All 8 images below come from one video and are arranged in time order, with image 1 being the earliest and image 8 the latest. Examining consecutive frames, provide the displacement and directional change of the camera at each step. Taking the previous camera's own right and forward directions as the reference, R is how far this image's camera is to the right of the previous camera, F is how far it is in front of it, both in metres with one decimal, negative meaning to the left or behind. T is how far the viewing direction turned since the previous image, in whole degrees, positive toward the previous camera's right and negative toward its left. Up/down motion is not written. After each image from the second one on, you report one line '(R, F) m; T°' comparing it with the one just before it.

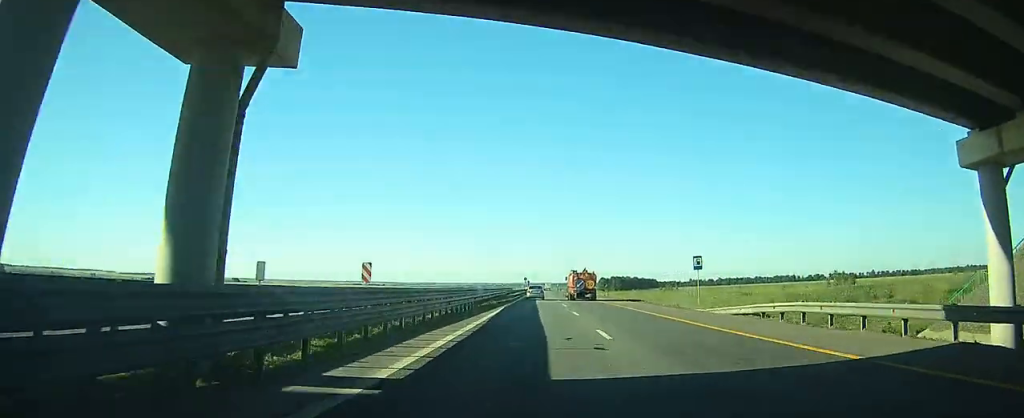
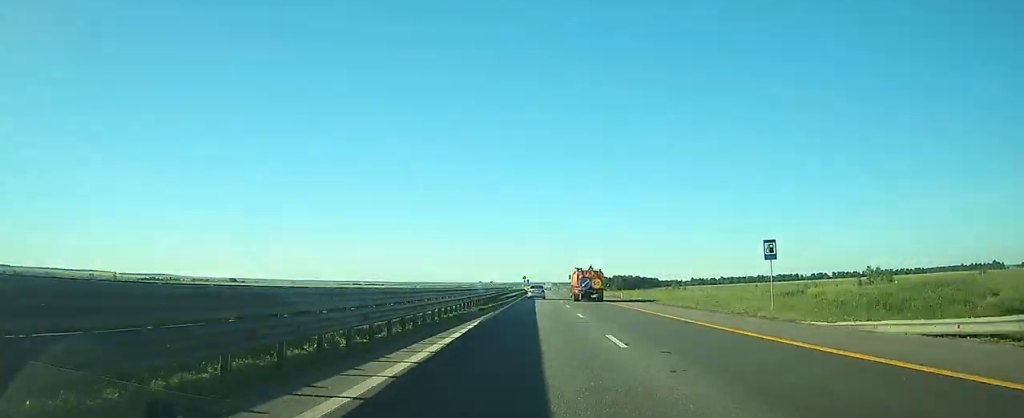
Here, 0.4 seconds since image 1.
(0.0, +14.3) m; 0°
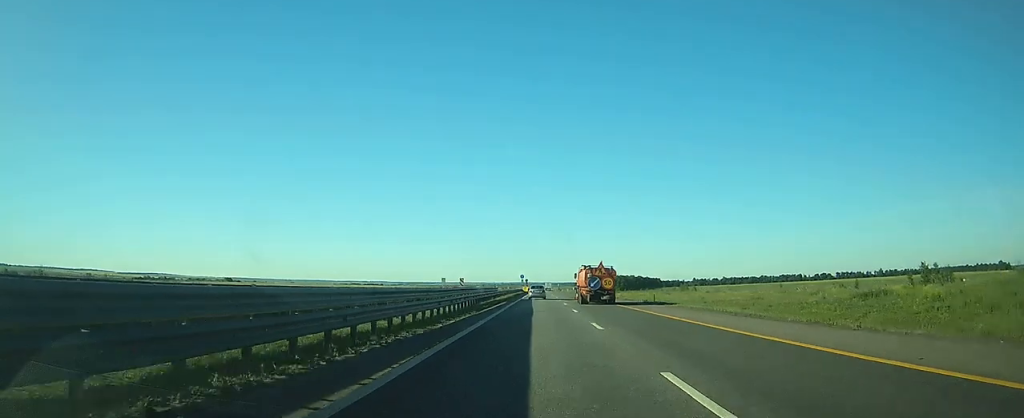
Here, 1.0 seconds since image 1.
(0.0, +18.6) m; 0°
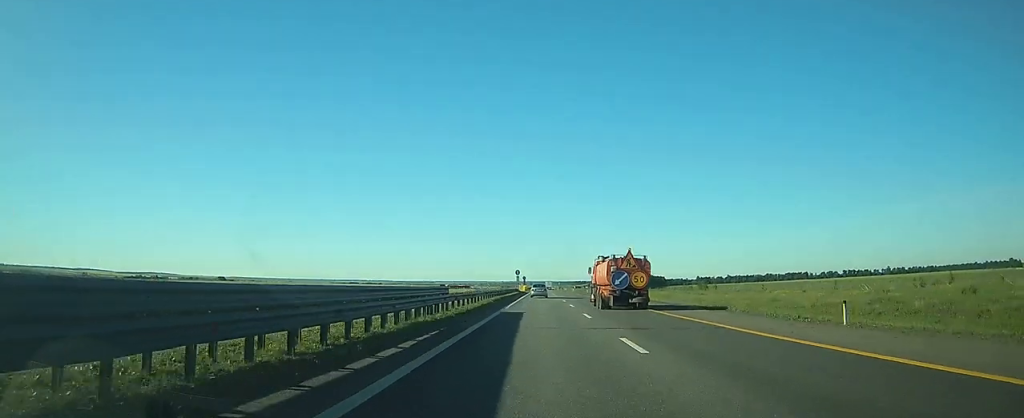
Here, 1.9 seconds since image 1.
(0.0, +30.7) m; 0°
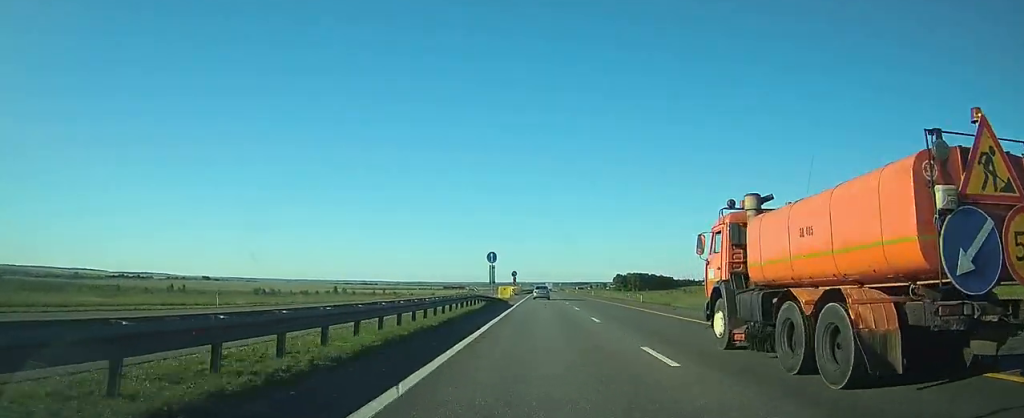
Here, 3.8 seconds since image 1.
(+0.2, +61.5) m; 0°
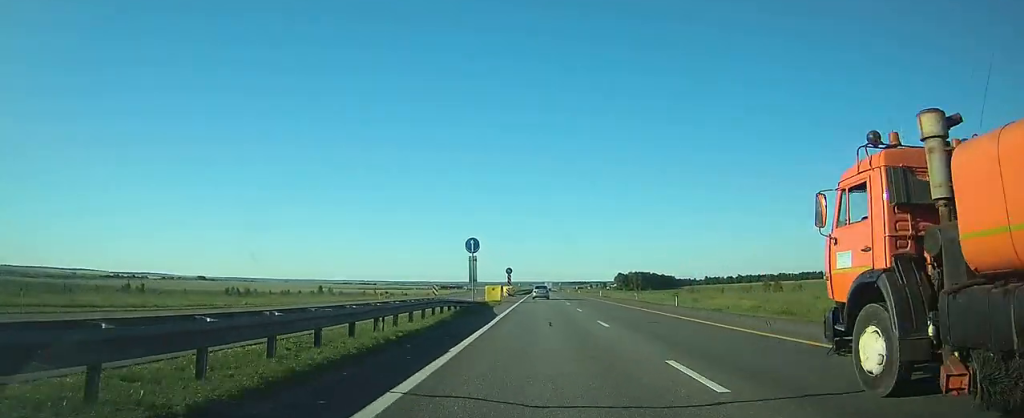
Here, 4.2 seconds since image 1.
(0.0, +14.3) m; 0°
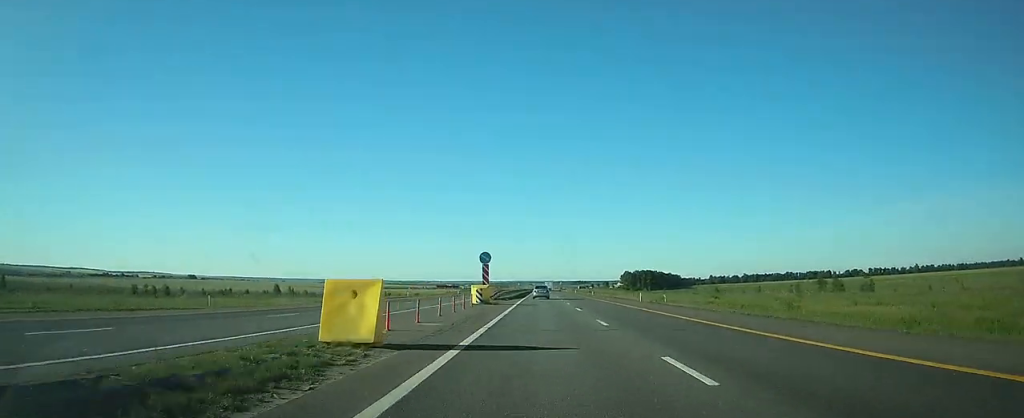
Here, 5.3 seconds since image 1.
(0.0, +35.4) m; 0°
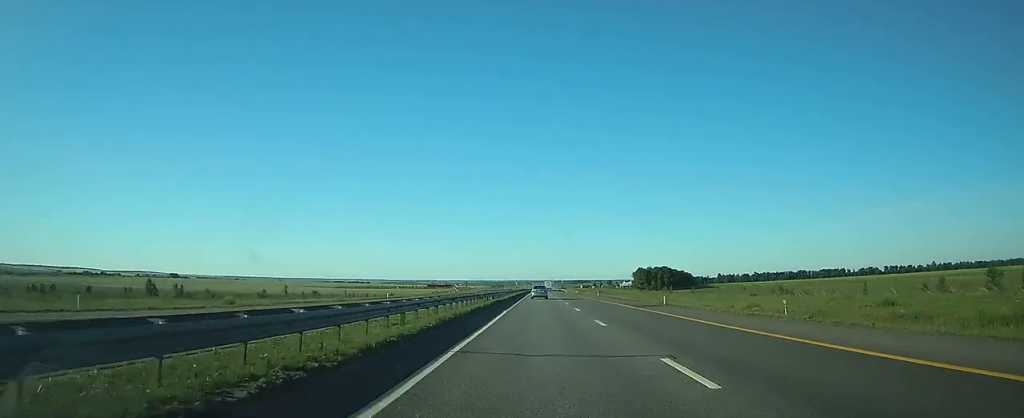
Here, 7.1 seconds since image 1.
(-0.1, +60.4) m; 0°
